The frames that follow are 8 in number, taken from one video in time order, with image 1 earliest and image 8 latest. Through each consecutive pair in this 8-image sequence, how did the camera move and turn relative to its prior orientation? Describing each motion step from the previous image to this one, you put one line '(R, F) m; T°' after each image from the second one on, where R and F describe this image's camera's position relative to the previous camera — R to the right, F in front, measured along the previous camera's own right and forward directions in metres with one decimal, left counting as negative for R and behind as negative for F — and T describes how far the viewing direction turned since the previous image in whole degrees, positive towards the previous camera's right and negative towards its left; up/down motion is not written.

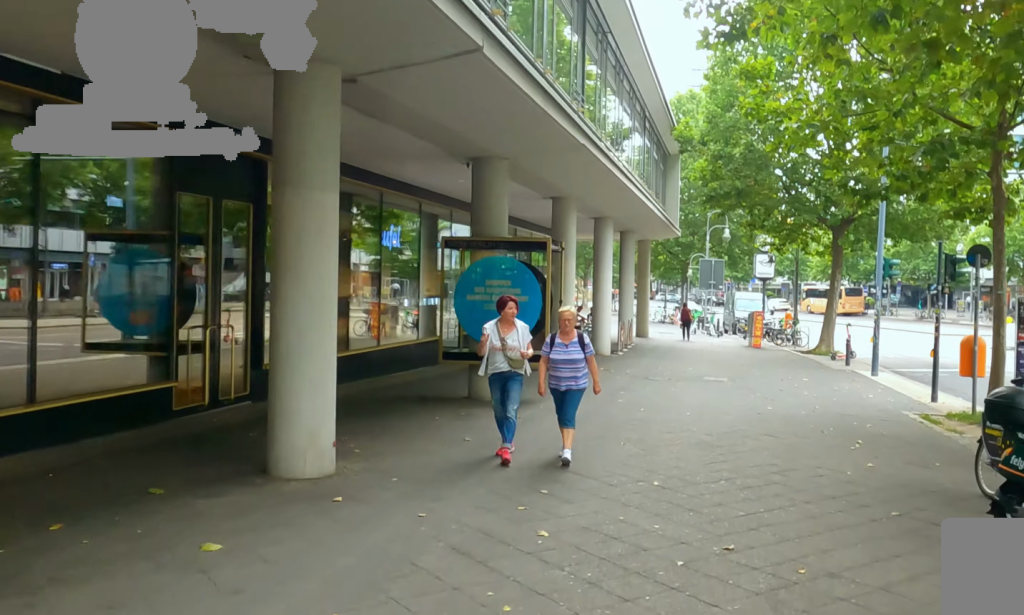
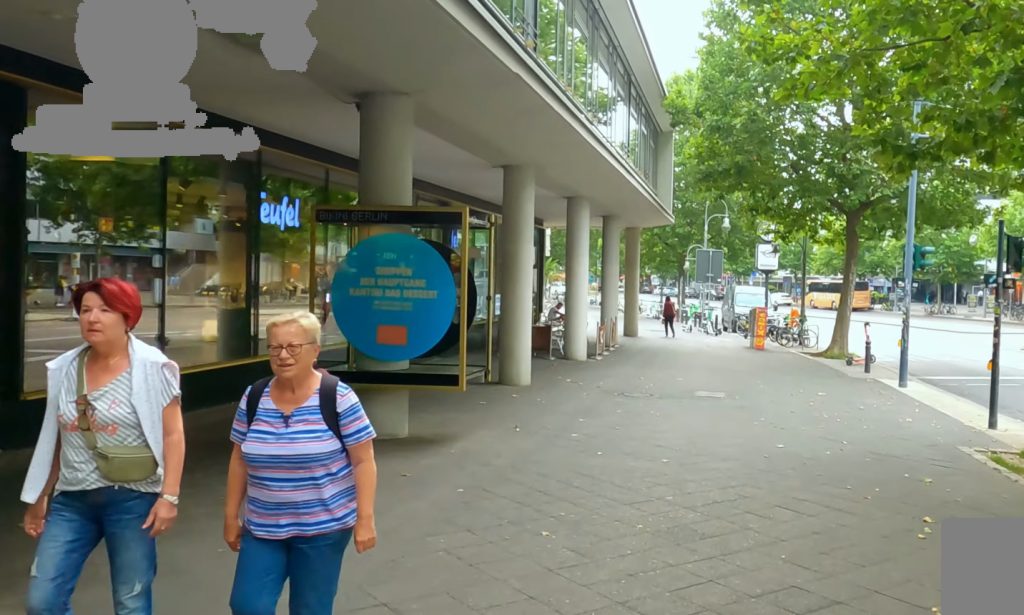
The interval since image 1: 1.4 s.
(-0.1, +5.8) m; -1°
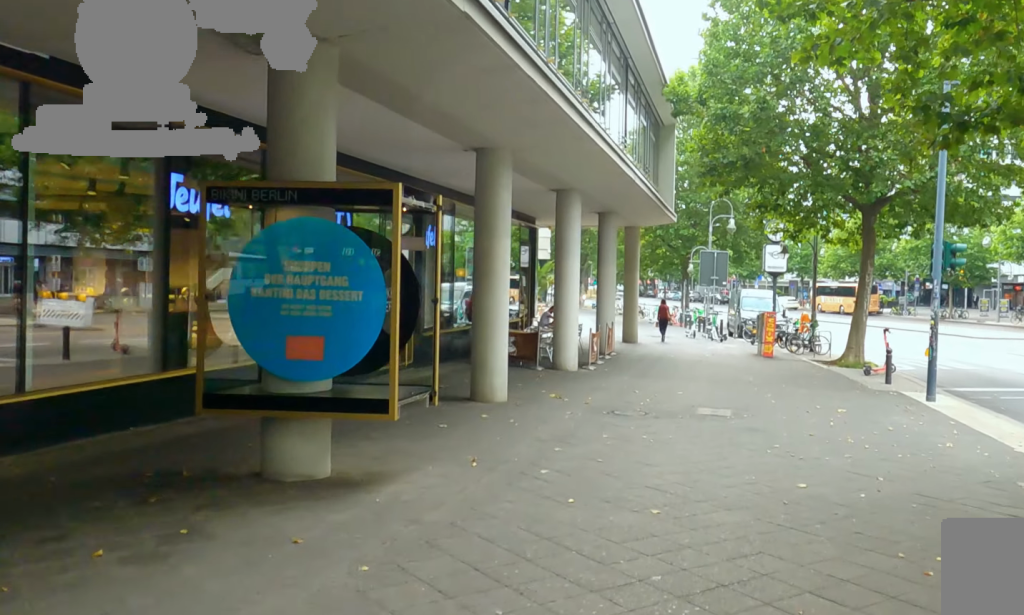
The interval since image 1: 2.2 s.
(0.0, +3.3) m; 0°
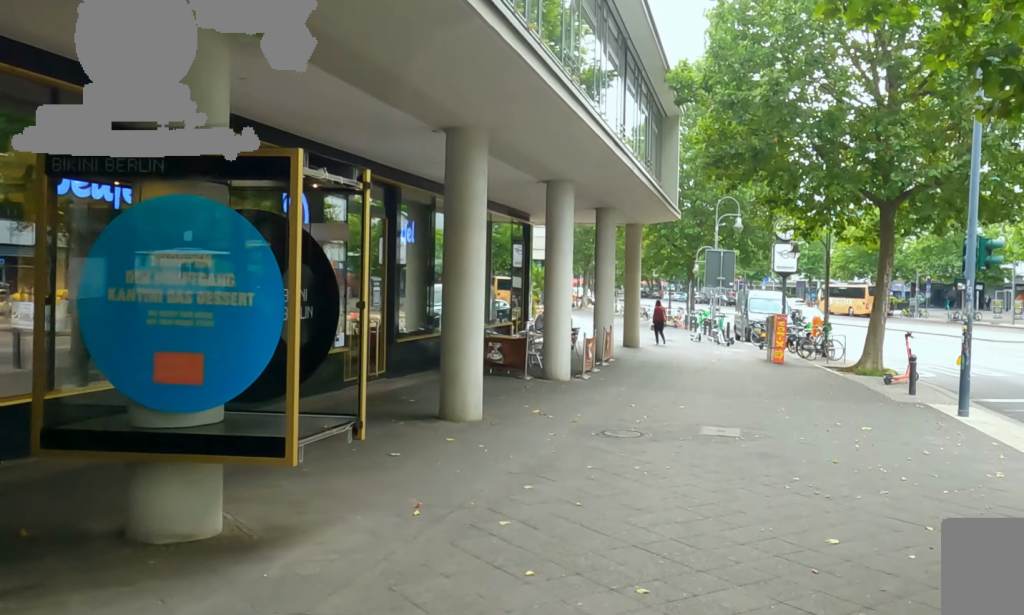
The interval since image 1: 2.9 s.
(0.0, +2.9) m; 0°
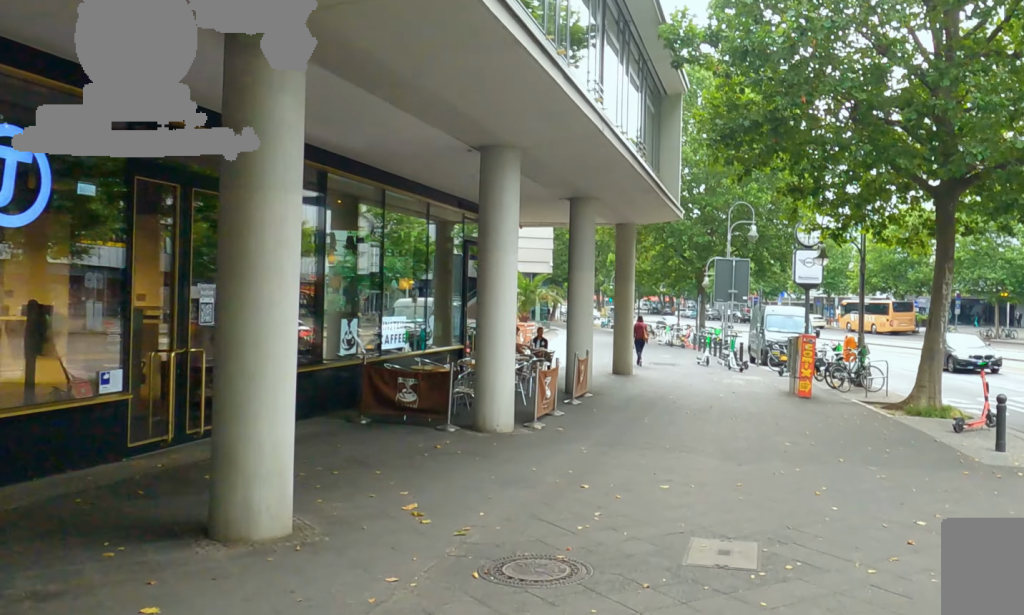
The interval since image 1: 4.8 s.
(0.0, +8.6) m; 0°
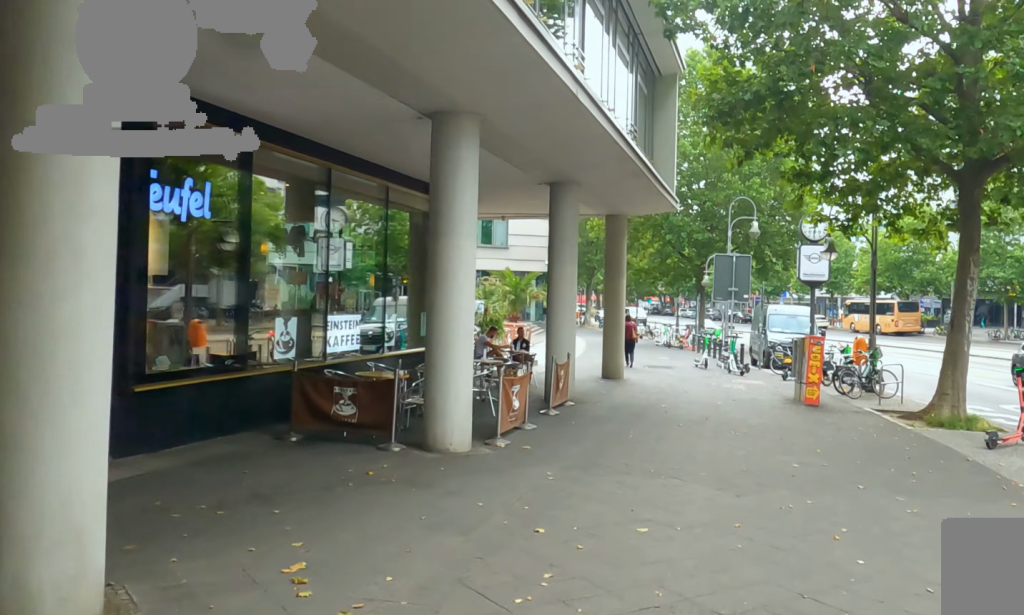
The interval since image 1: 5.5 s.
(0.0, +2.9) m; 0°
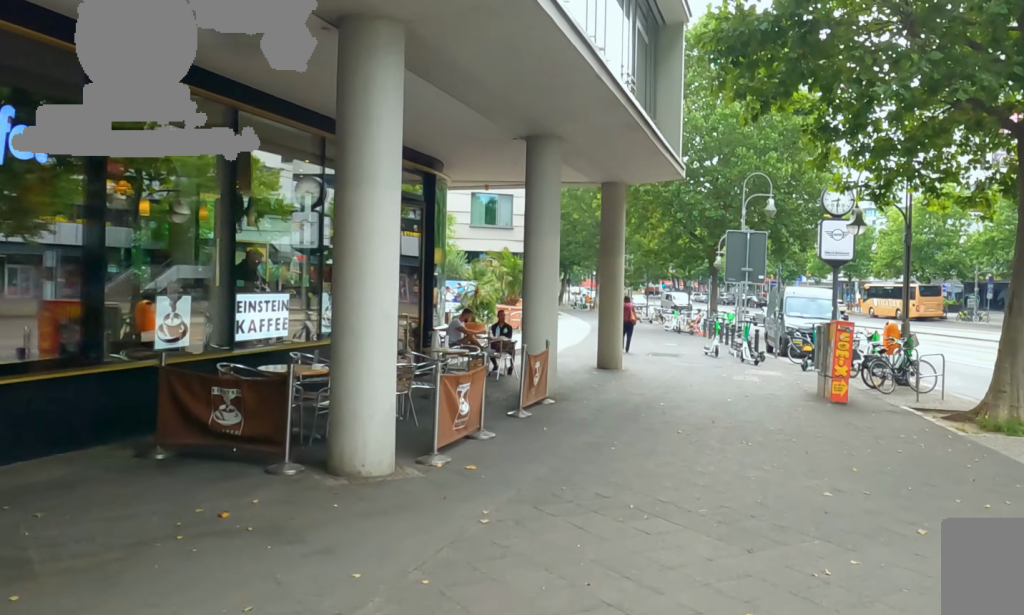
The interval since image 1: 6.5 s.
(0.0, +3.6) m; 0°
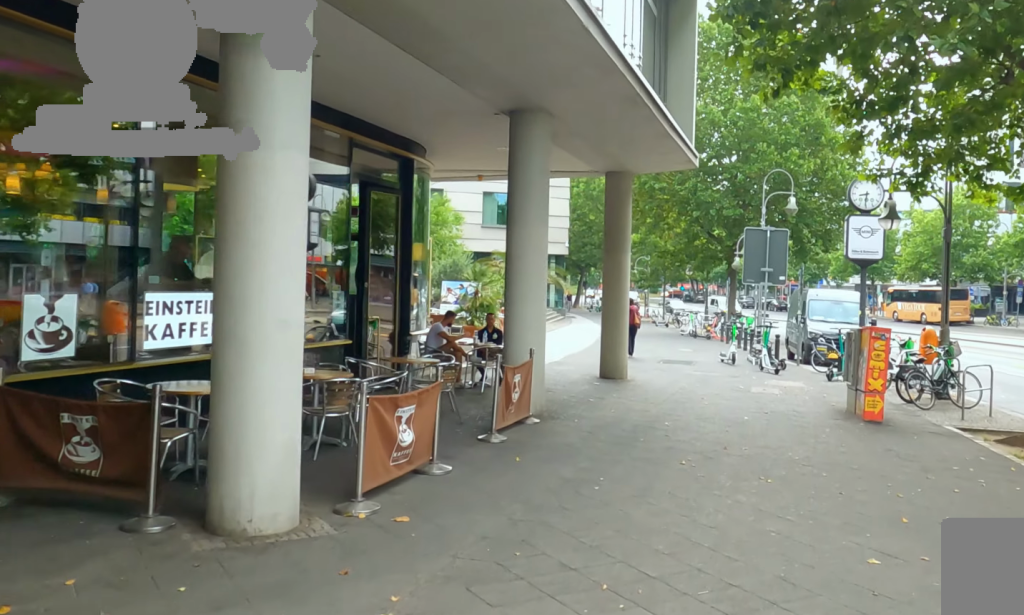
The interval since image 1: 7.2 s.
(0.0, +2.1) m; 0°
